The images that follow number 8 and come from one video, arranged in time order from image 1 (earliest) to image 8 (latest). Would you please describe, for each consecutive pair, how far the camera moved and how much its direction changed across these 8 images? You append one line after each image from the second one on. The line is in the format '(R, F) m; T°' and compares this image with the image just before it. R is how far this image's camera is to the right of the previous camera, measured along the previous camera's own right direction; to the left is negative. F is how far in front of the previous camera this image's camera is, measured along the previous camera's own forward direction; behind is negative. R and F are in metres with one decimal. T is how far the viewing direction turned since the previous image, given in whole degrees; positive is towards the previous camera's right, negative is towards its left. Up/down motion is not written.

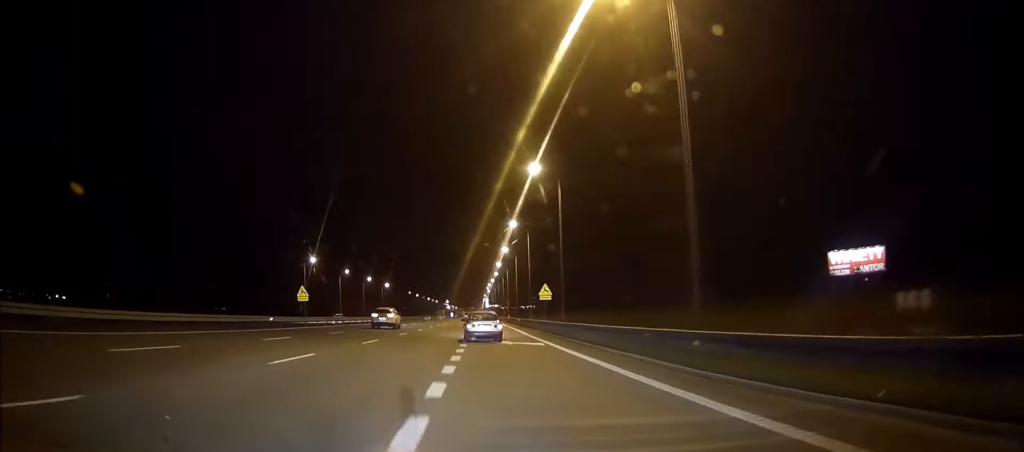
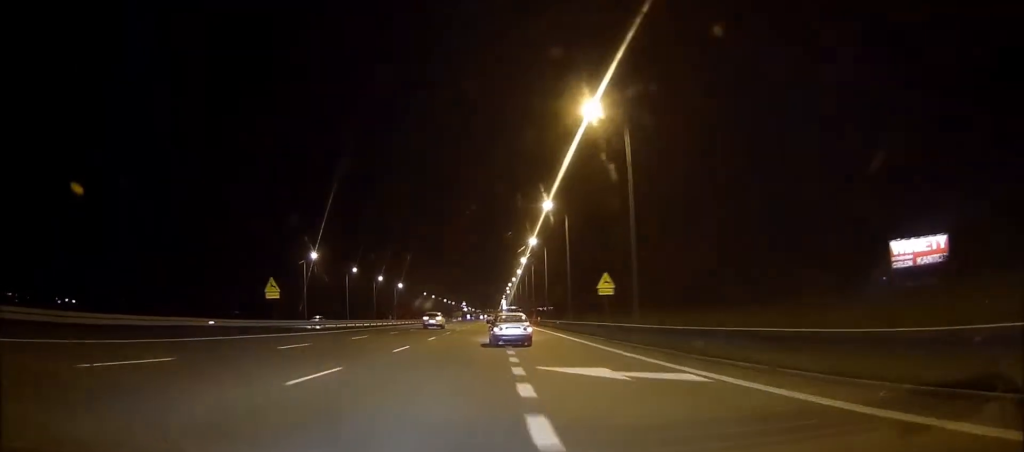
(+0.5, +18.3) m; +2°
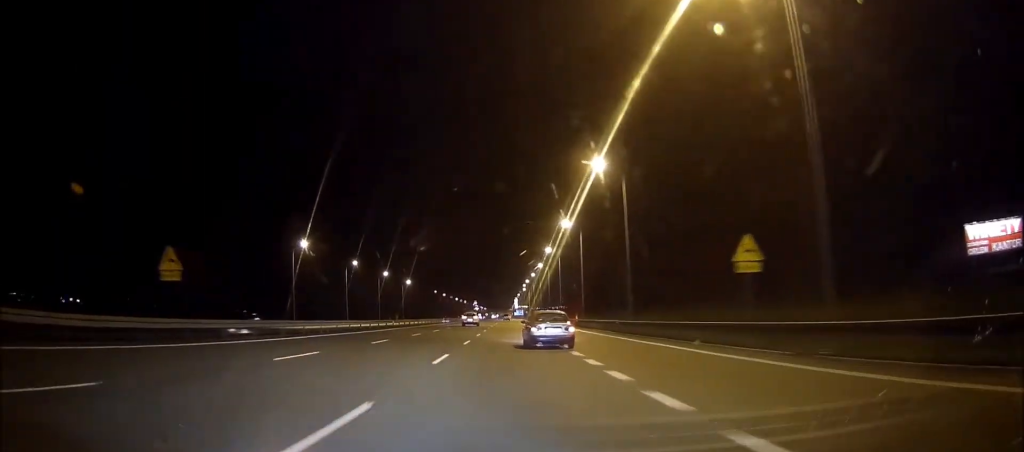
(+0.2, +20.9) m; +2°
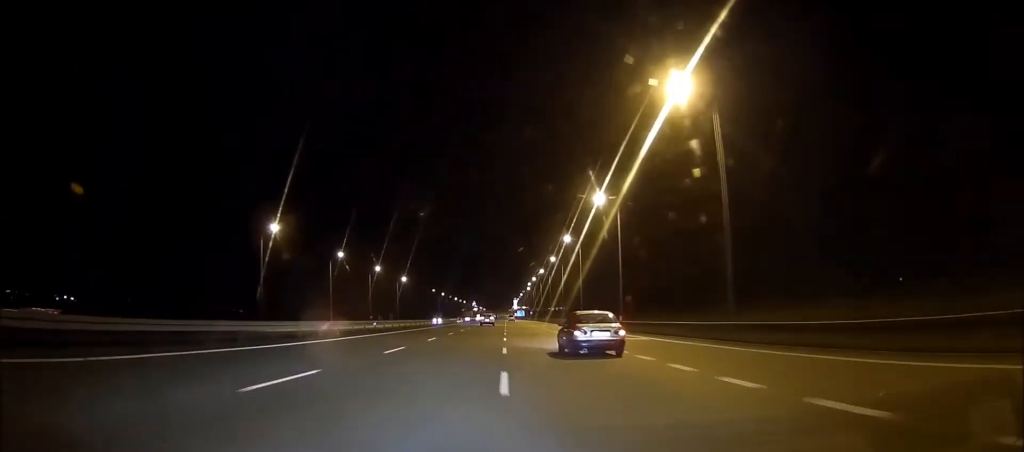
(+0.4, +20.9) m; +2°
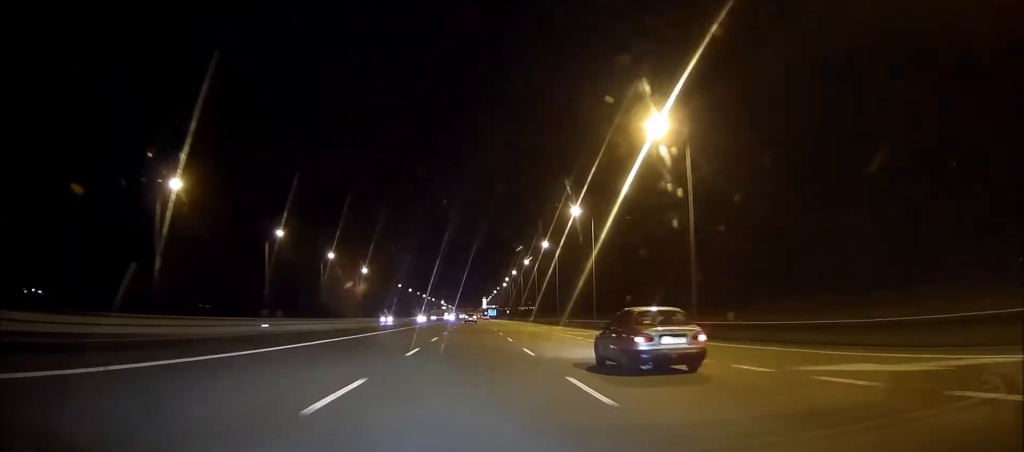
(+0.4, +29.2) m; +1°
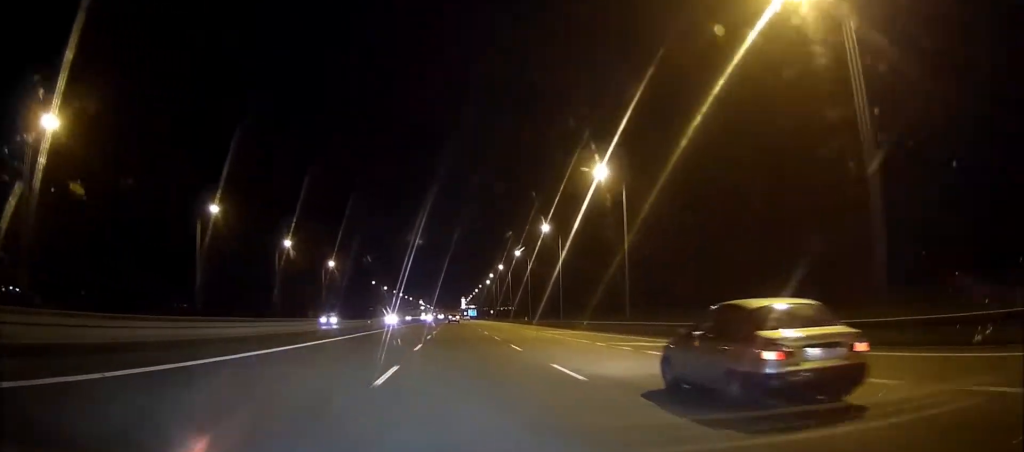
(0.0, +22.7) m; 0°
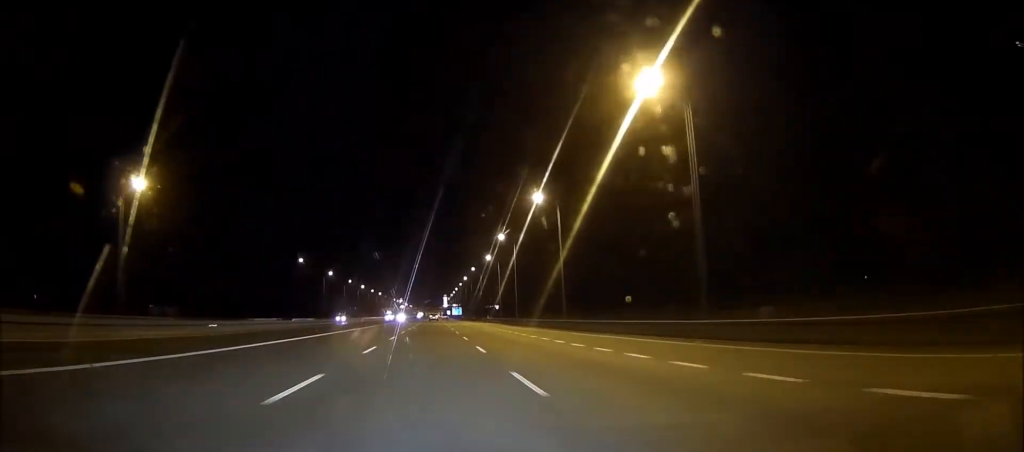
(-0.6, +91.7) m; 0°
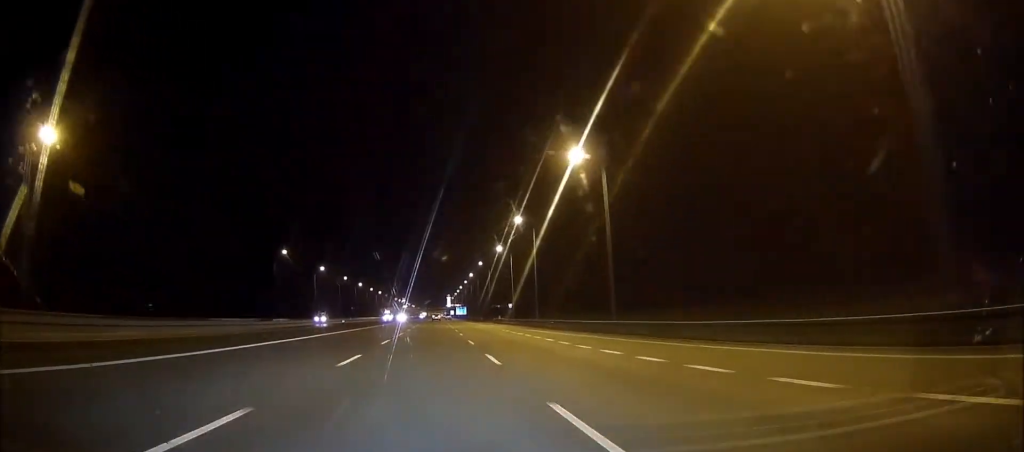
(0.0, +16.9) m; 0°
